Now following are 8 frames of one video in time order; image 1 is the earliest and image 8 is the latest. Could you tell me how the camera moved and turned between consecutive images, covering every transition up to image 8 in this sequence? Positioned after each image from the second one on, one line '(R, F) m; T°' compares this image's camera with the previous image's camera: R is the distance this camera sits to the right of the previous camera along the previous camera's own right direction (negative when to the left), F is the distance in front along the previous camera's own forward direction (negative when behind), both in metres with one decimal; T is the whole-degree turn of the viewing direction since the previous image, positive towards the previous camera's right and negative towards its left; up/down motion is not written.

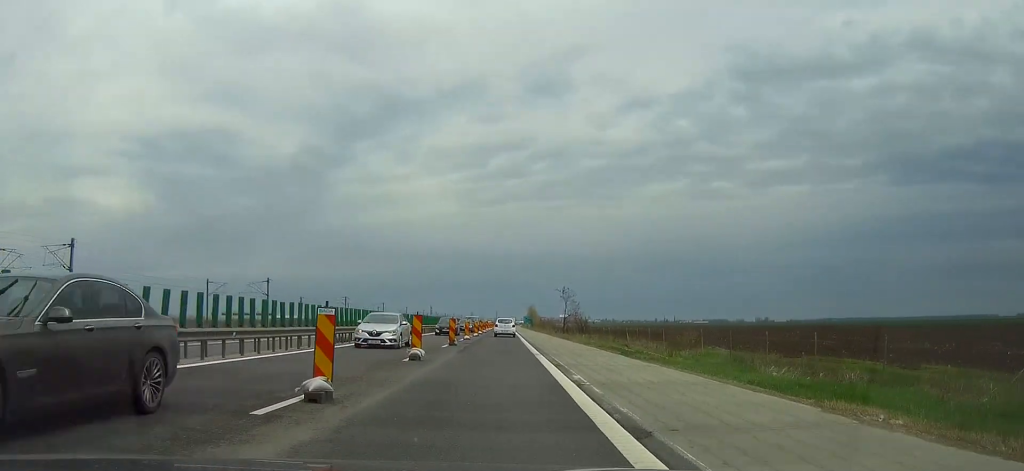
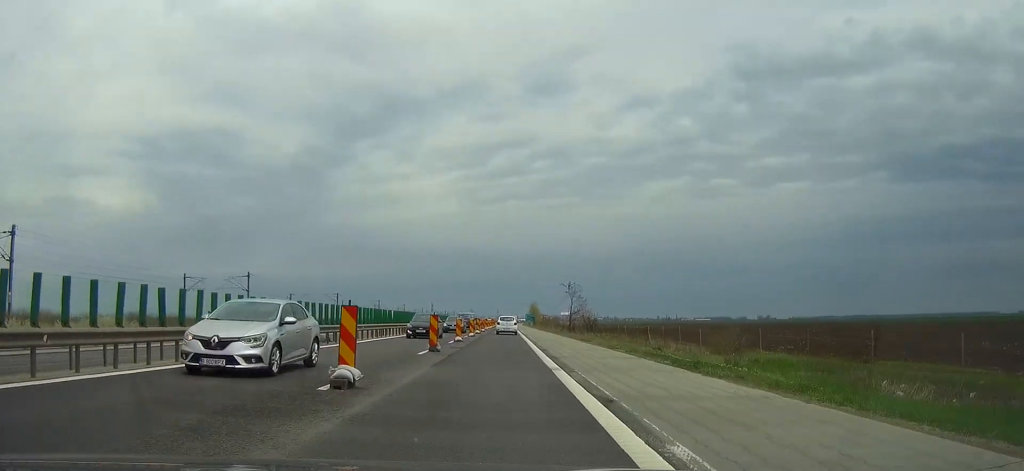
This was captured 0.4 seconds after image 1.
(0.0, +9.2) m; 0°
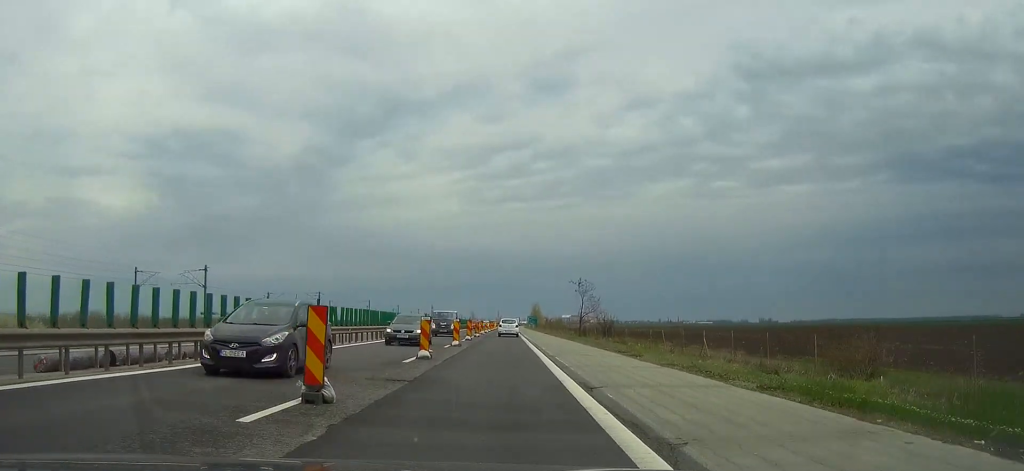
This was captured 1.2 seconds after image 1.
(-0.1, +15.6) m; 0°
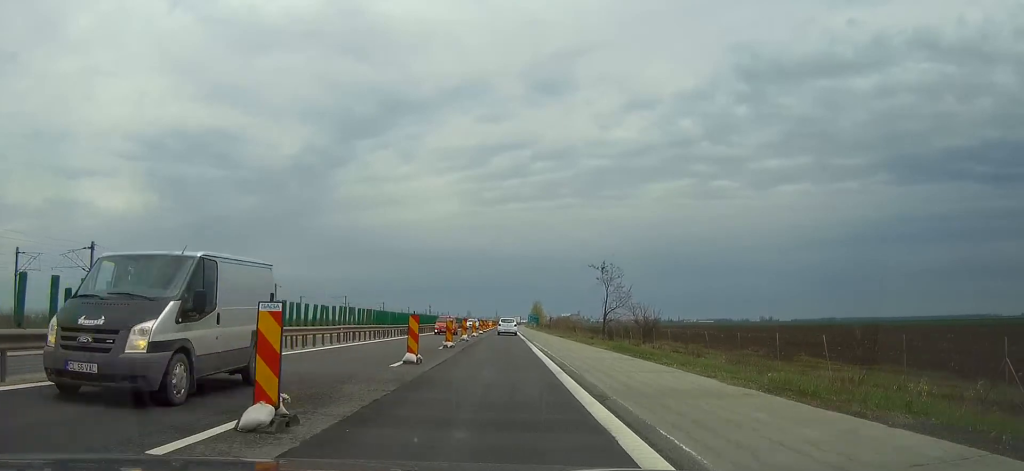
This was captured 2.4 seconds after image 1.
(0.0, +26.4) m; 0°
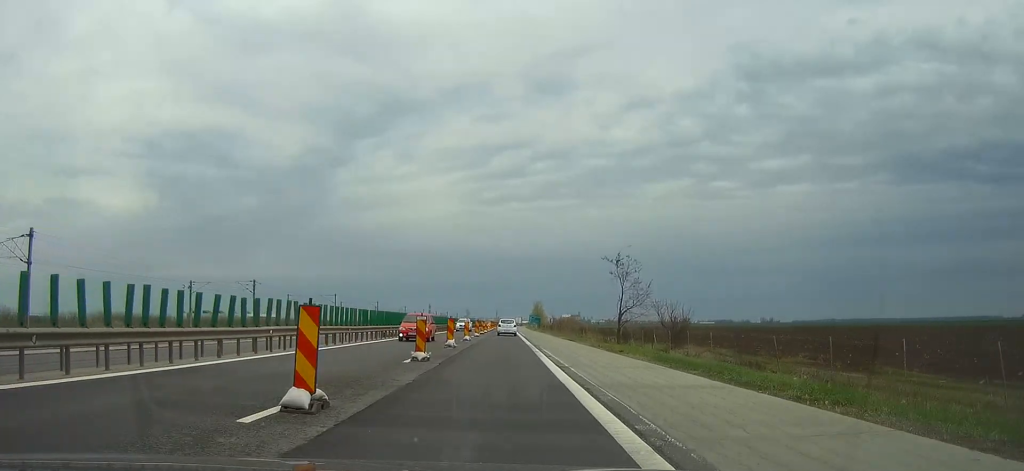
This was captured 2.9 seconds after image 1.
(0.0, +10.0) m; 0°
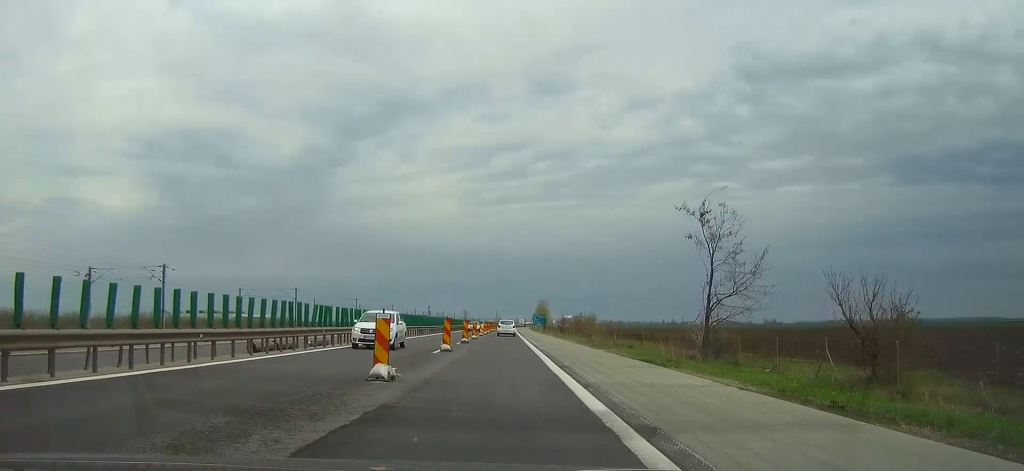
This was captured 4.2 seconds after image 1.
(0.0, +29.0) m; 0°
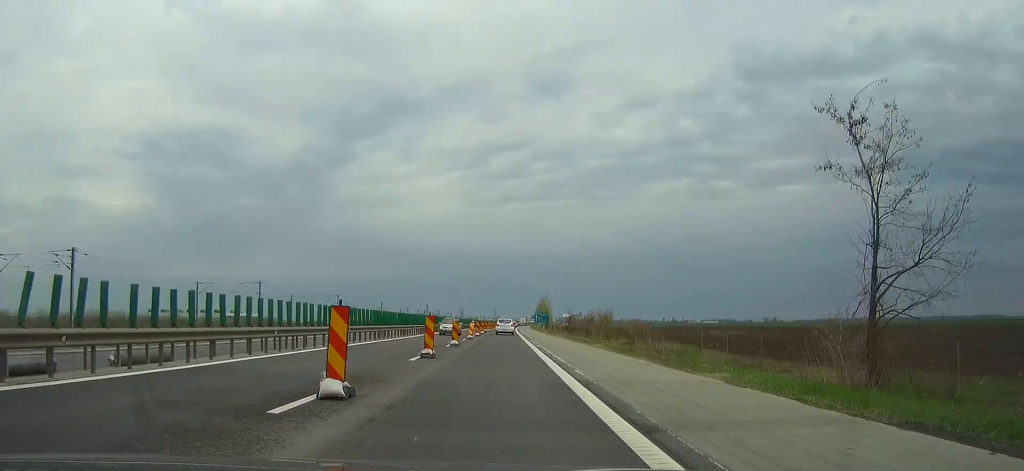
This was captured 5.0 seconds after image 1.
(-0.1, +17.7) m; 0°
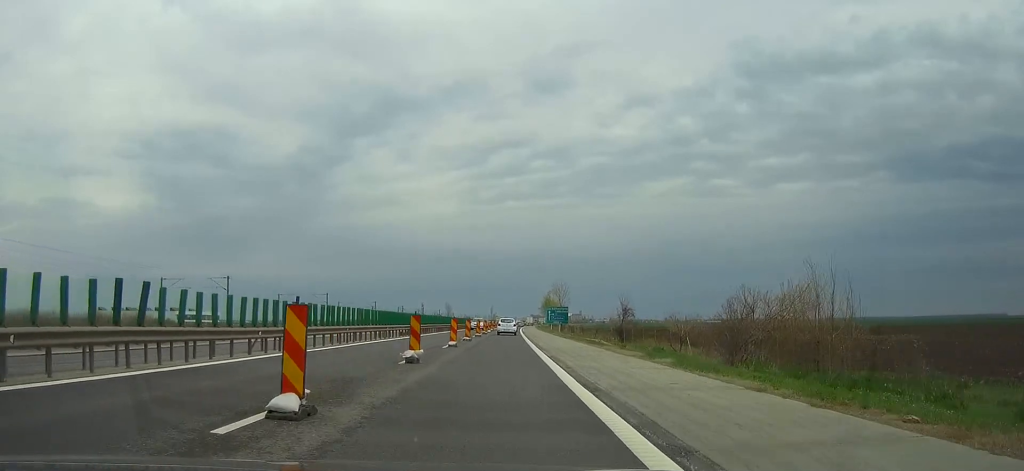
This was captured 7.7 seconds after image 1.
(+0.2, +60.9) m; 0°
